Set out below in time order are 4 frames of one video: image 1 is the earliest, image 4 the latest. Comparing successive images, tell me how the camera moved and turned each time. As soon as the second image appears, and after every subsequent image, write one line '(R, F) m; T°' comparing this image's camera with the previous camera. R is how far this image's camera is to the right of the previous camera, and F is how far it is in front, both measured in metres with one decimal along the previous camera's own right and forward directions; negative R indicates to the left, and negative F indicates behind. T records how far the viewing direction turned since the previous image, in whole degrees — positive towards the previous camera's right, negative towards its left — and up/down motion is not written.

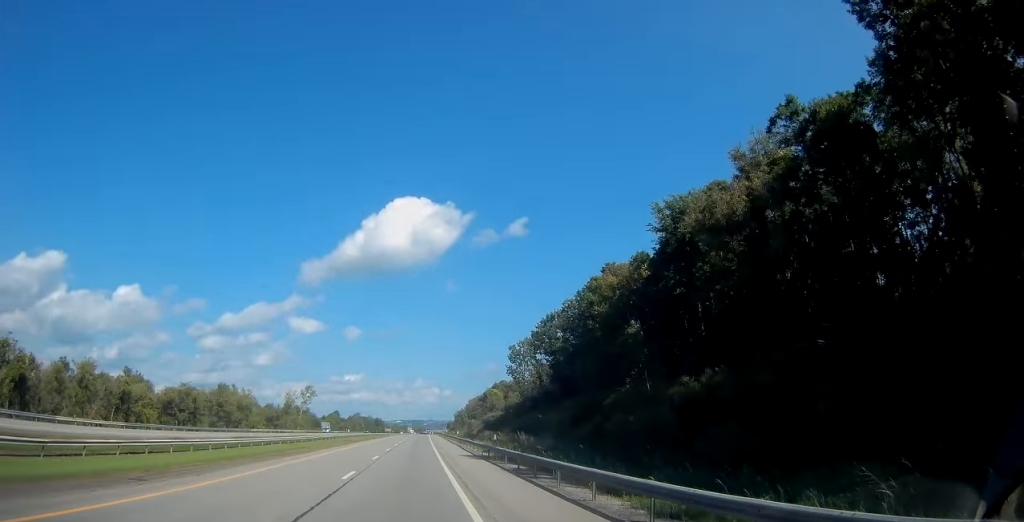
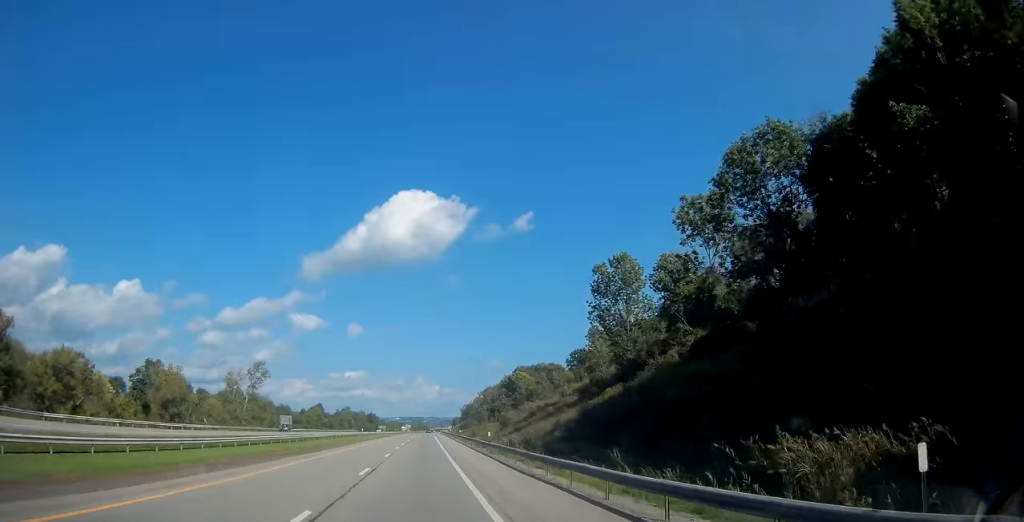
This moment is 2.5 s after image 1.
(+0.4, +72.0) m; 0°
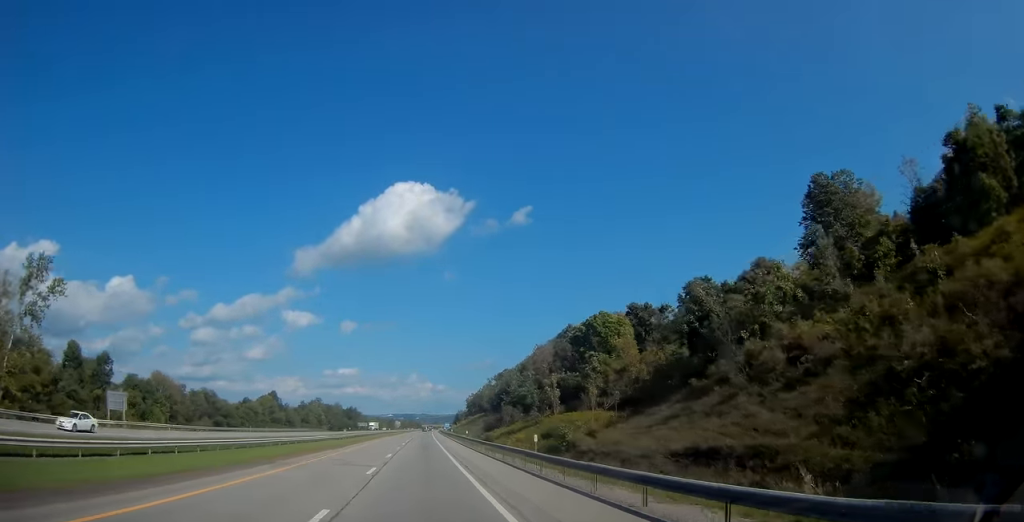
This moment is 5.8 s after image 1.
(+1.0, +96.8) m; +1°
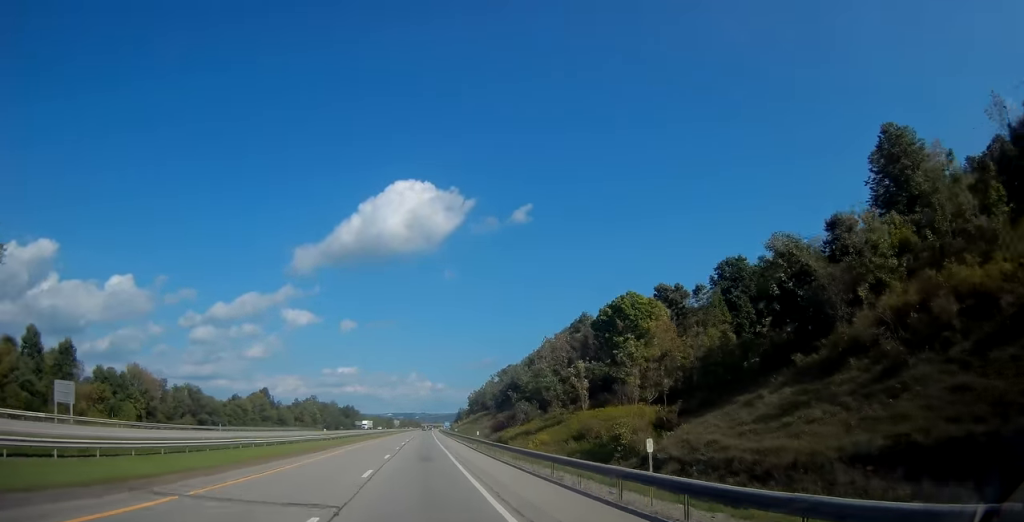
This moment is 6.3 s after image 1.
(0.0, +13.6) m; 0°
